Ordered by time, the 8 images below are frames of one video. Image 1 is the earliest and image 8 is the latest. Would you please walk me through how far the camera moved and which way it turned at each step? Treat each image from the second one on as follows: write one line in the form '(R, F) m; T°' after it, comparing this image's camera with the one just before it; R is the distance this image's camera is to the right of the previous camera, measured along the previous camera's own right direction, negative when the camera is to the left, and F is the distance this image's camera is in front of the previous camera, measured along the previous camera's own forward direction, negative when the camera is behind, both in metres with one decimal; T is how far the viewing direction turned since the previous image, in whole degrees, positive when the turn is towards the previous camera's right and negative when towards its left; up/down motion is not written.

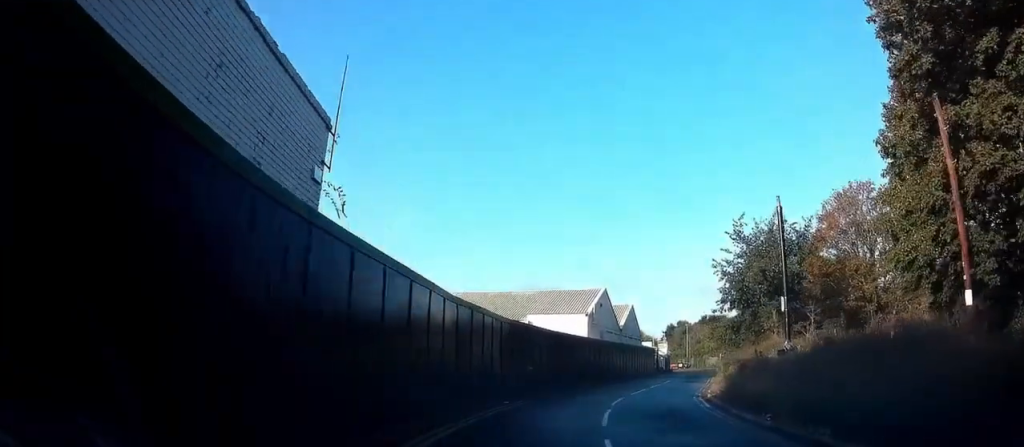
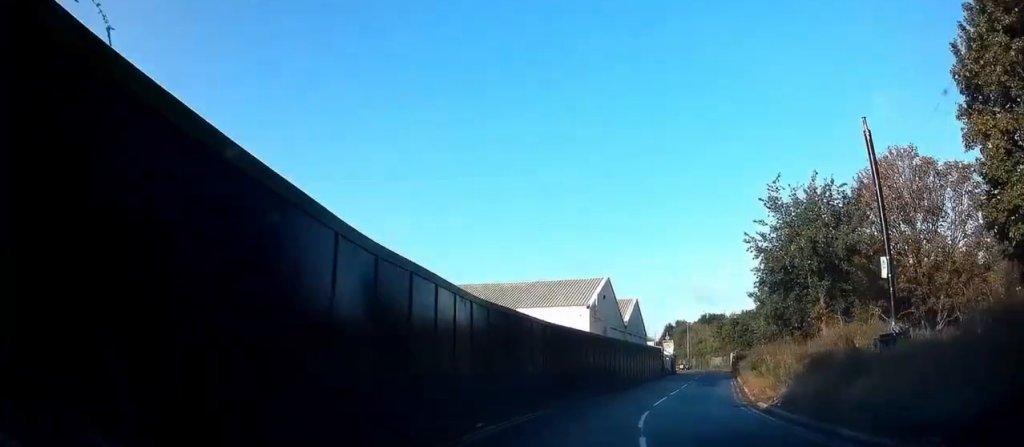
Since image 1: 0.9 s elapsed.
(-0.1, +6.1) m; +2°
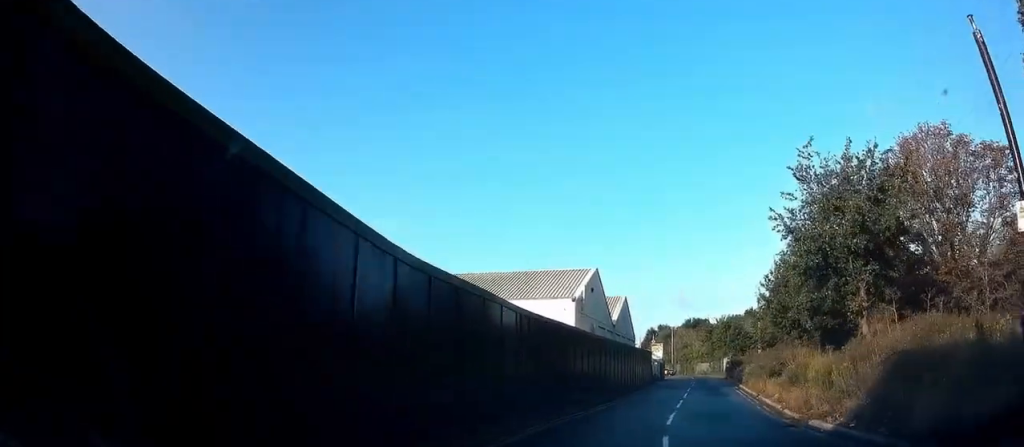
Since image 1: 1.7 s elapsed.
(+0.1, +4.9) m; +5°
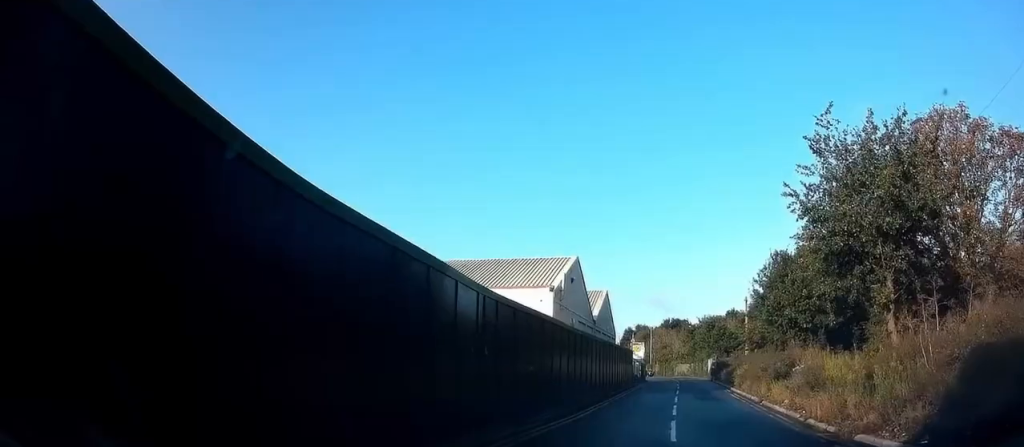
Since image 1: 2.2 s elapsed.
(+0.2, +3.1) m; +2°
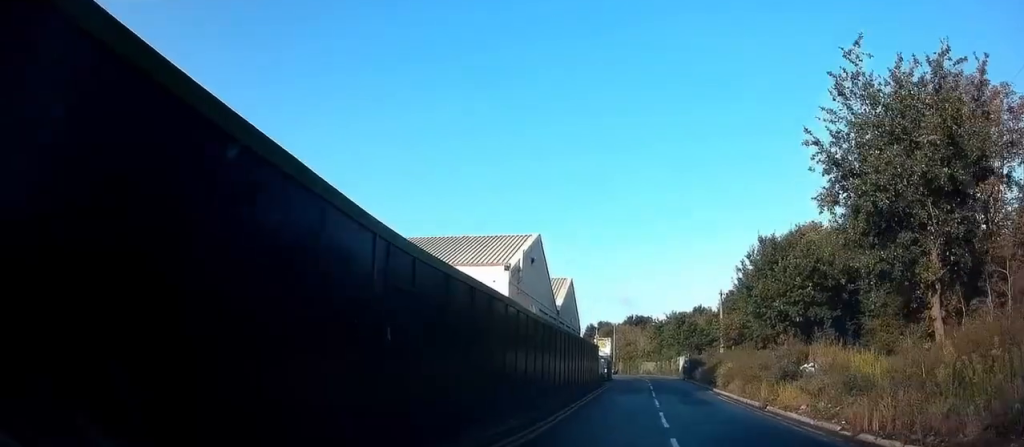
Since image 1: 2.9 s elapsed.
(+0.1, +4.1) m; +2°
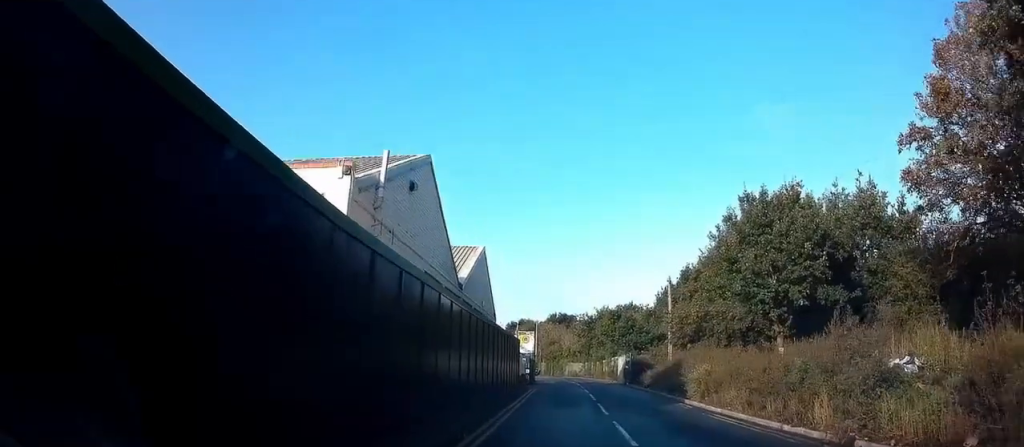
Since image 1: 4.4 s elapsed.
(0.0, +8.9) m; +6°
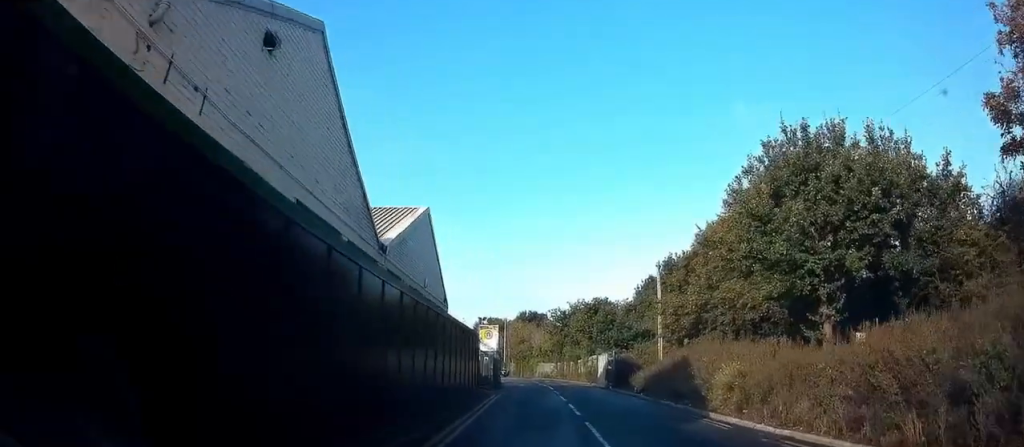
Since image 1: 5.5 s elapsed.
(+0.7, +6.1) m; +10°
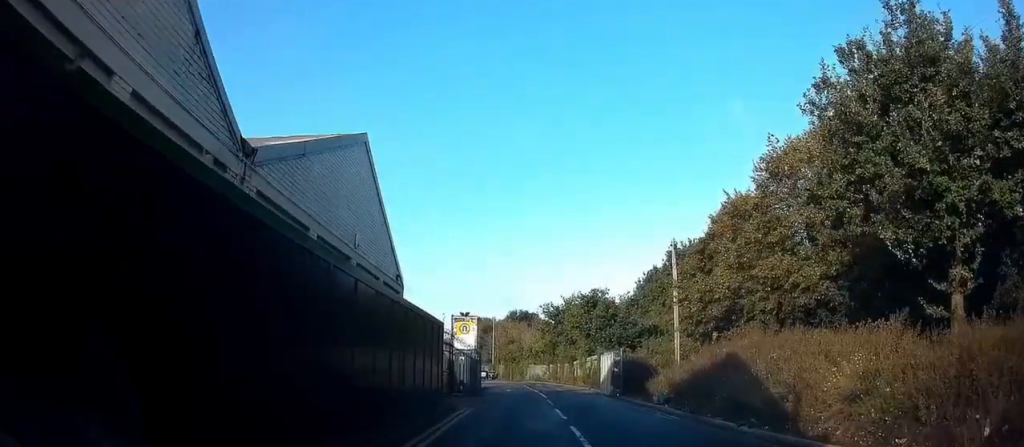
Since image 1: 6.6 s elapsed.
(+0.2, +6.4) m; -3°
